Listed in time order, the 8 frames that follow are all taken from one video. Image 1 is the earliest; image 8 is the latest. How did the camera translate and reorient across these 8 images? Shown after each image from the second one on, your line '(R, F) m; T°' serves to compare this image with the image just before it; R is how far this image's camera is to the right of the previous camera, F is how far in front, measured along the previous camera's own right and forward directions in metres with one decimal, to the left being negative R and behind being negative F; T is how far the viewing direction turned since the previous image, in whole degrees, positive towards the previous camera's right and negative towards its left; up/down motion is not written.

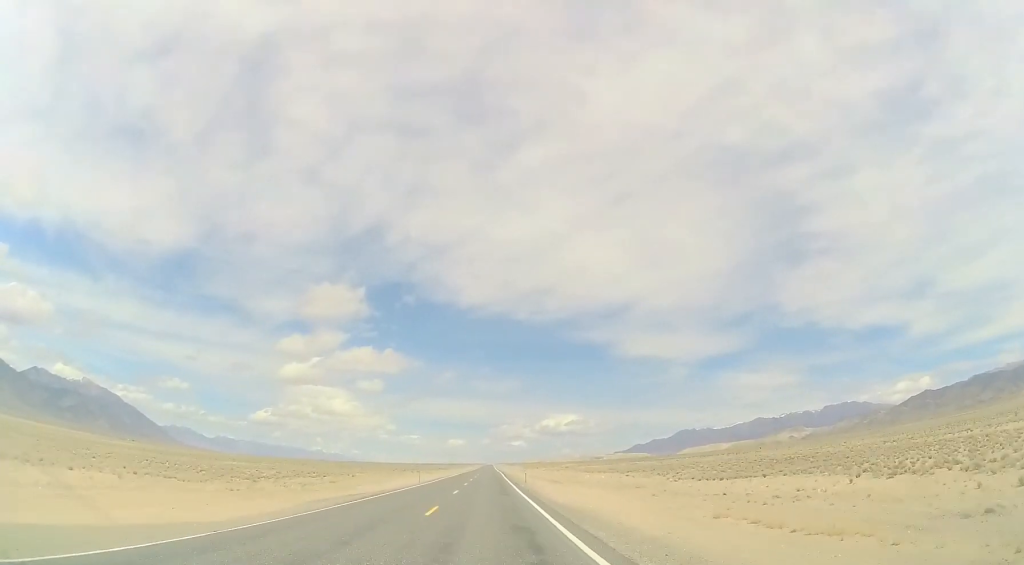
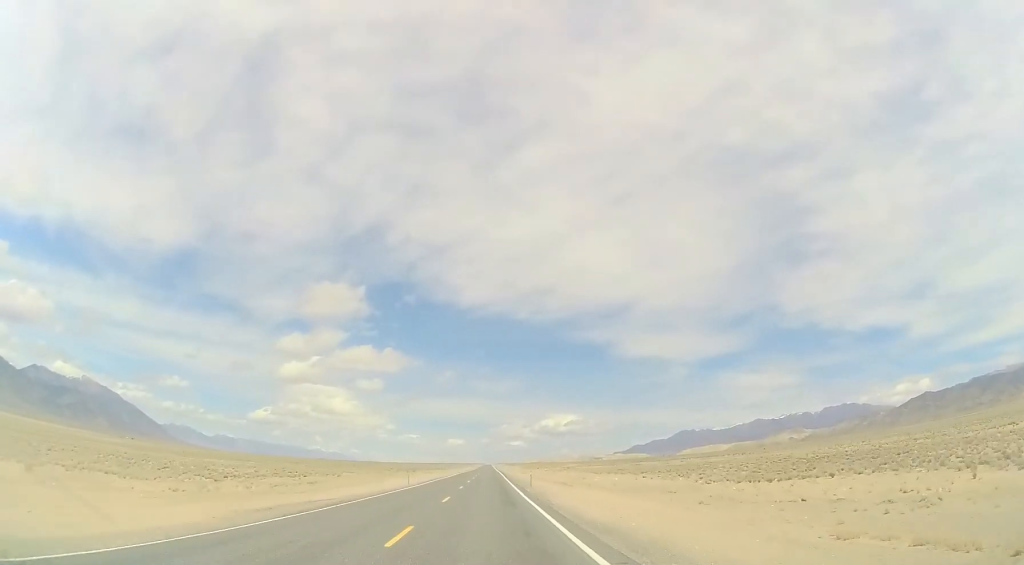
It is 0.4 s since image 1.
(+0.1, +7.0) m; +1°
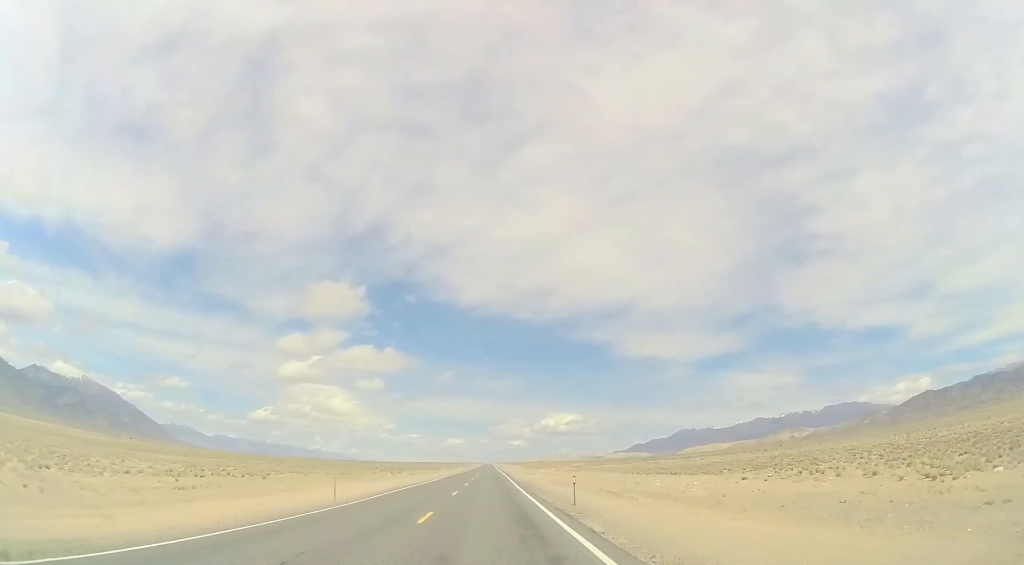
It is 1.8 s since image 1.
(+0.1, +23.1) m; 0°
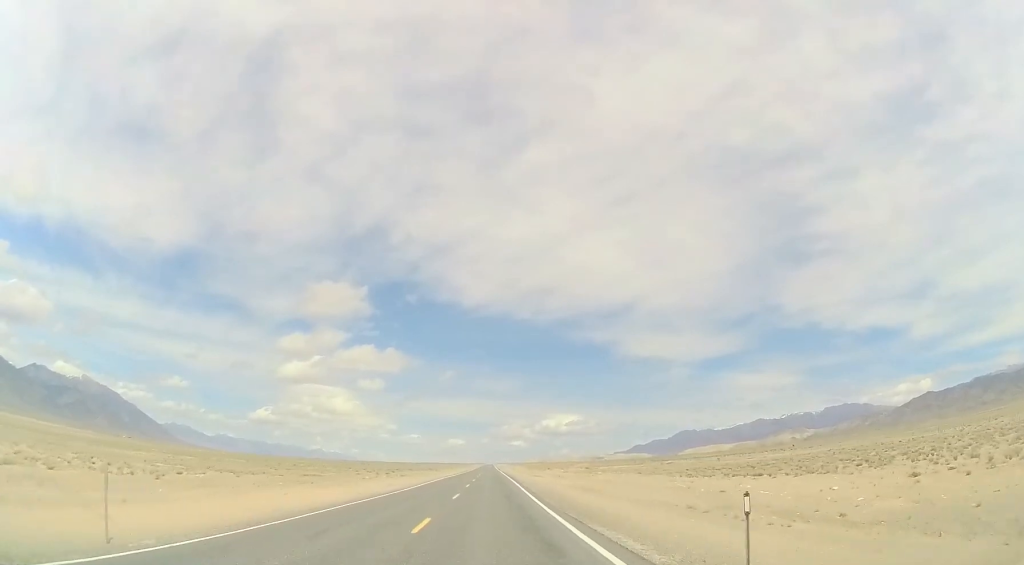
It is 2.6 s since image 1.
(0.0, +15.8) m; 0°
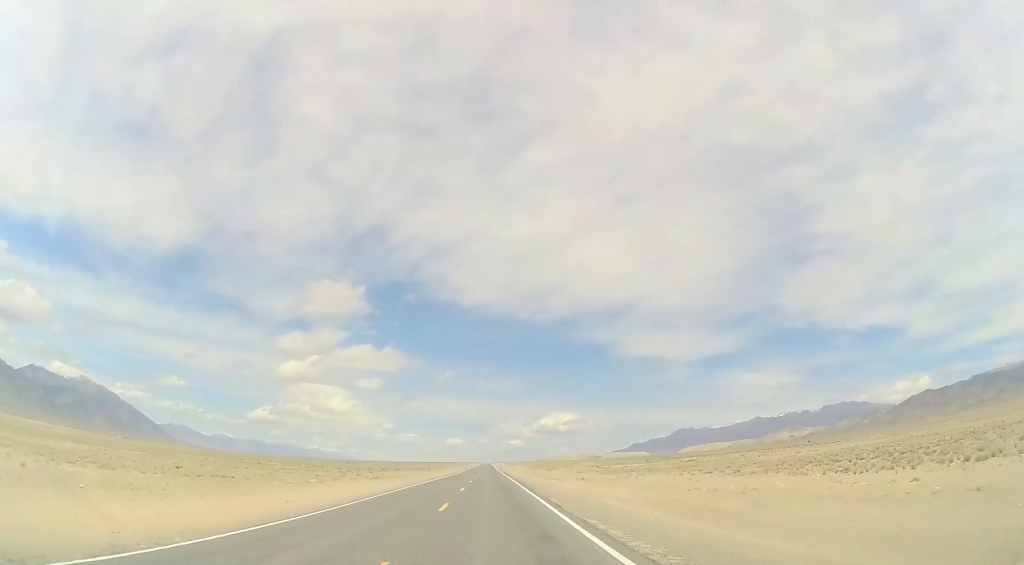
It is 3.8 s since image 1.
(-0.1, +21.6) m; 0°
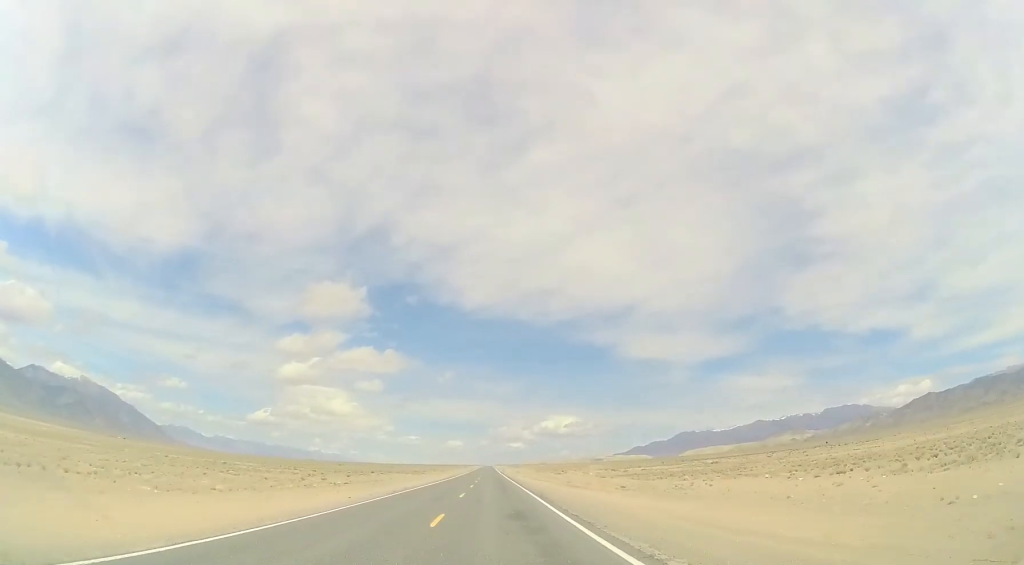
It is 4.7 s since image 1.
(+0.1, +18.0) m; 0°
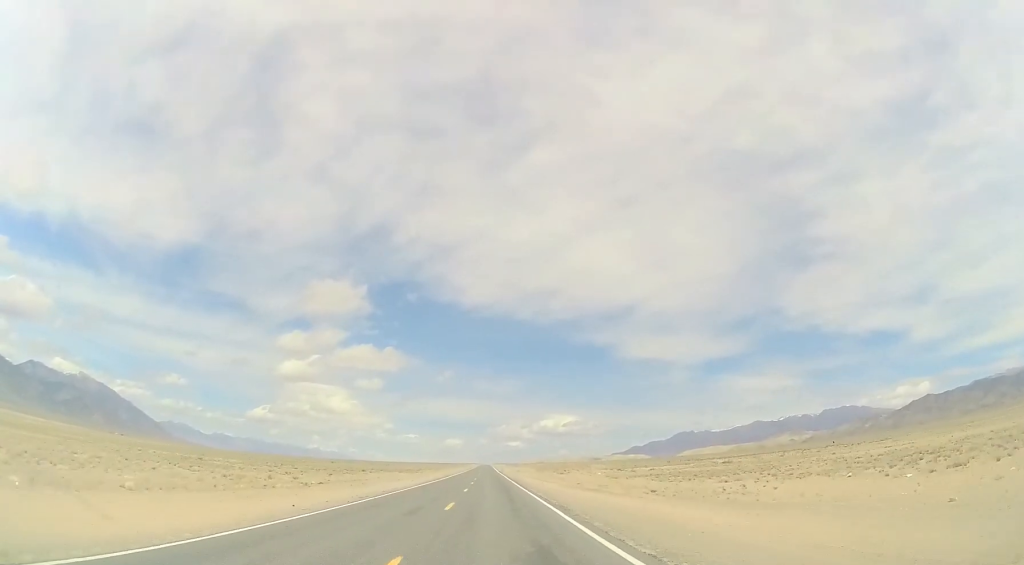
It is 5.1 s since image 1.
(-0.1, +9.0) m; 0°
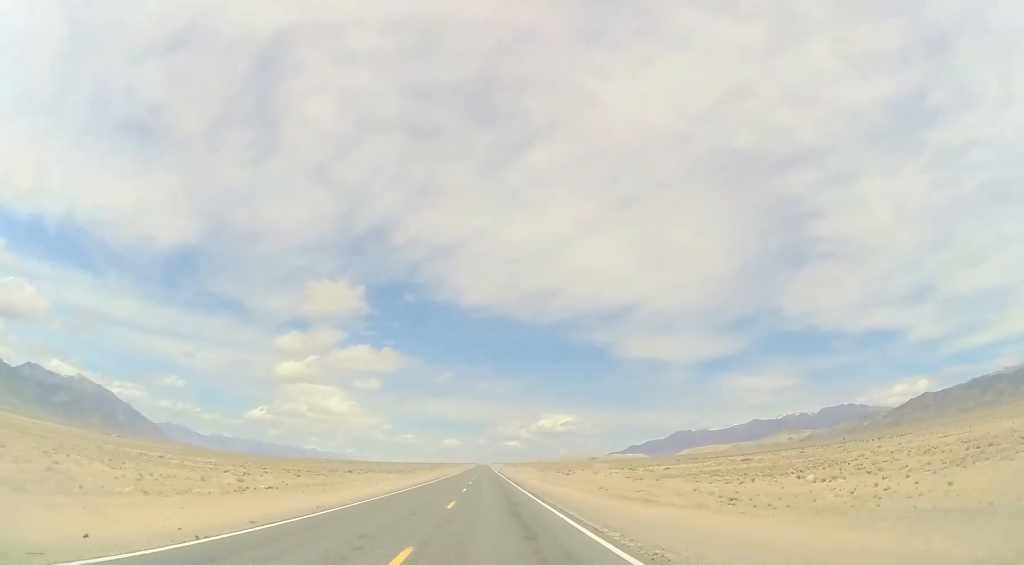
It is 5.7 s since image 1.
(0.0, +12.5) m; 0°
